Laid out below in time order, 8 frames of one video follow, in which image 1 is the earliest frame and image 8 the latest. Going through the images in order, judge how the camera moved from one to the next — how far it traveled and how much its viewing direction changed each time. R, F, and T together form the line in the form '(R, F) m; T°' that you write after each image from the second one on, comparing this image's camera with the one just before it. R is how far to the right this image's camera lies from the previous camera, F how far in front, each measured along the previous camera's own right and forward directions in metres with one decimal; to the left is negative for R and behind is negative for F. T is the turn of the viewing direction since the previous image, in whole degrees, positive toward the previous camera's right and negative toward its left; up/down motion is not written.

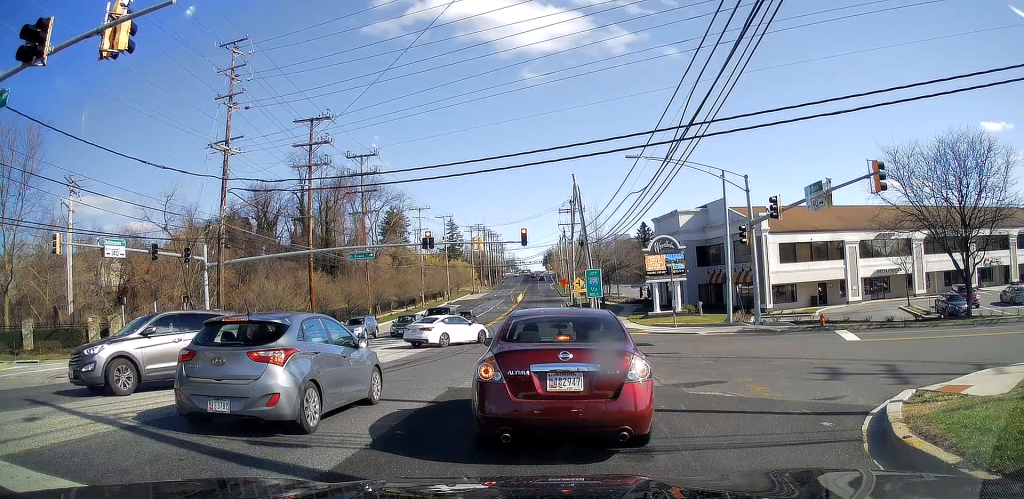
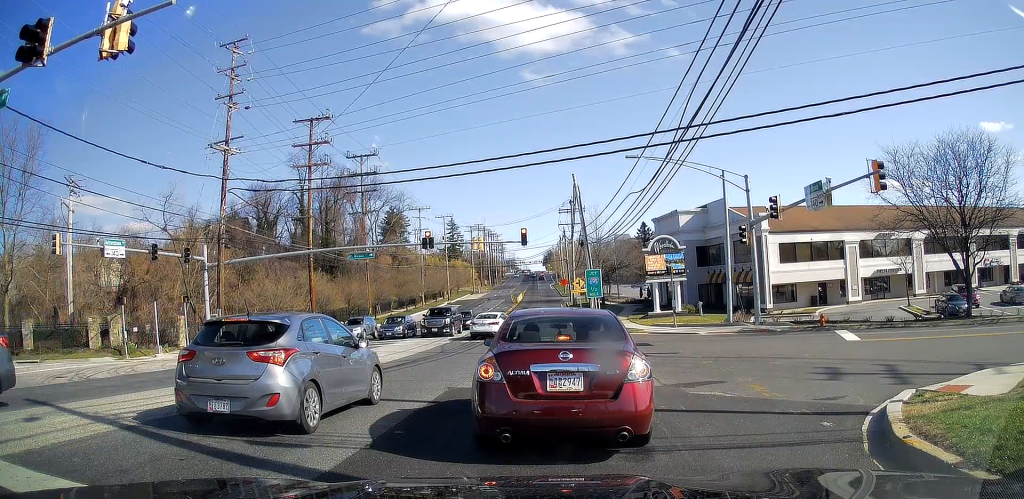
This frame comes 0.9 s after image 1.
(0.0, 0.0) m; 0°
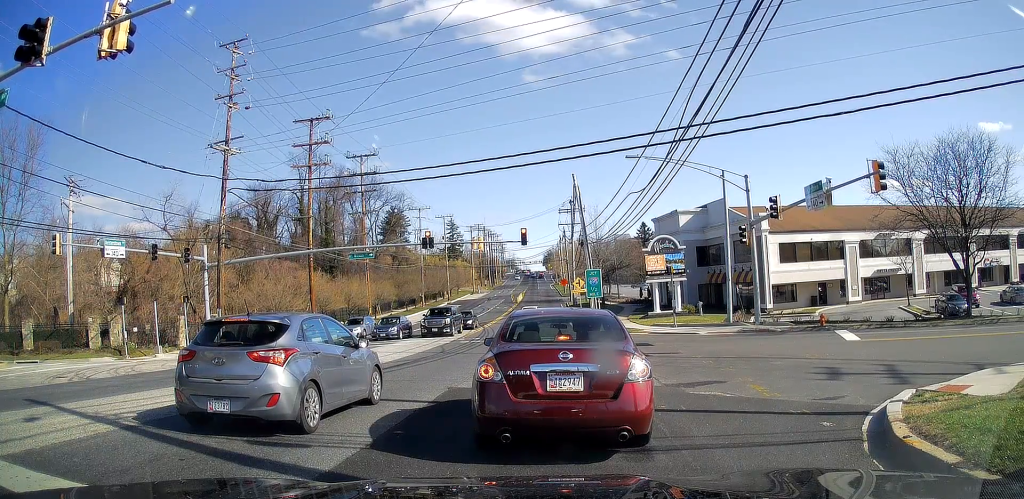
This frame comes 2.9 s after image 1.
(0.0, 0.0) m; 0°
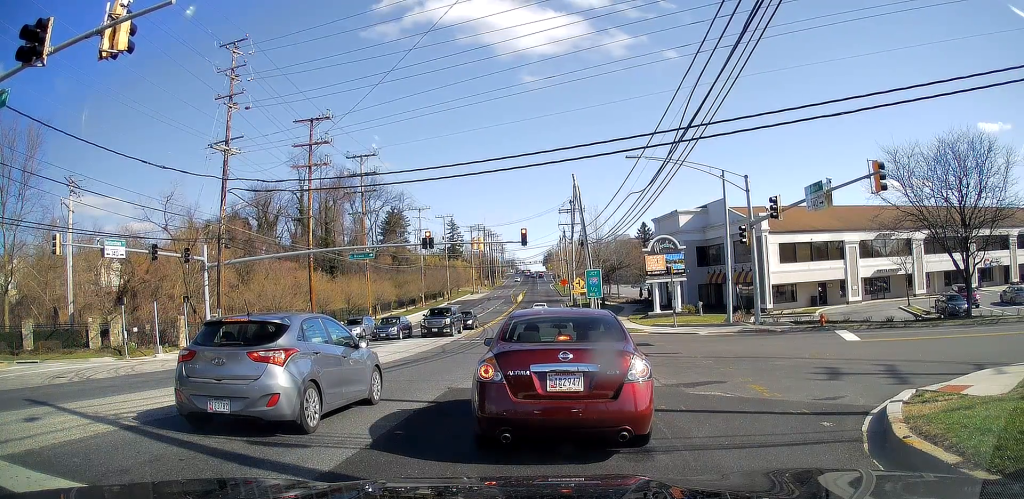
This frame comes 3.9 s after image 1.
(0.0, 0.0) m; 0°
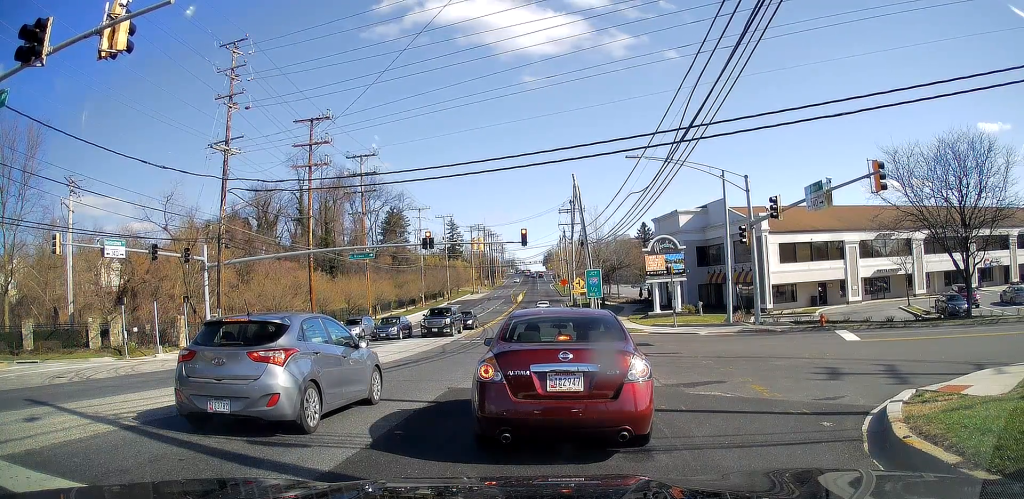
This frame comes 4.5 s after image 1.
(0.0, 0.0) m; 0°
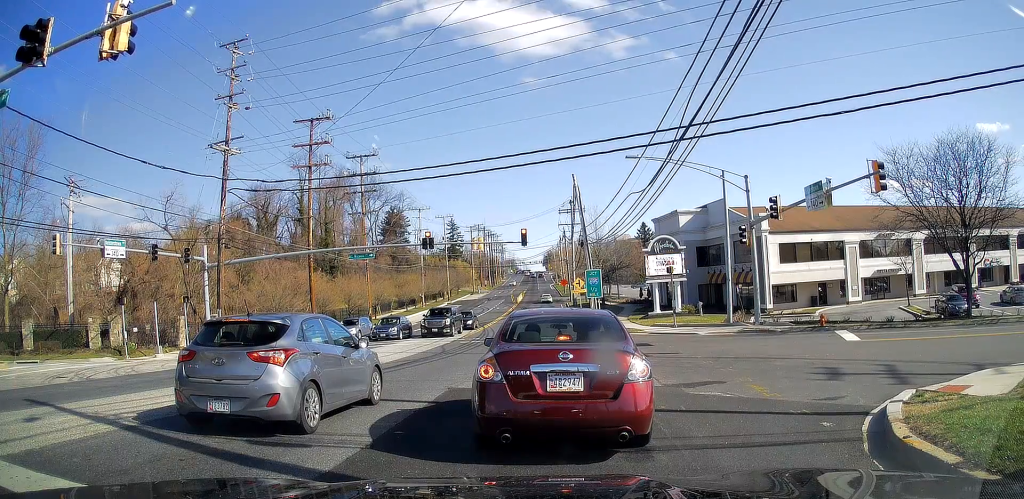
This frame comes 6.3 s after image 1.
(0.0, 0.0) m; 0°
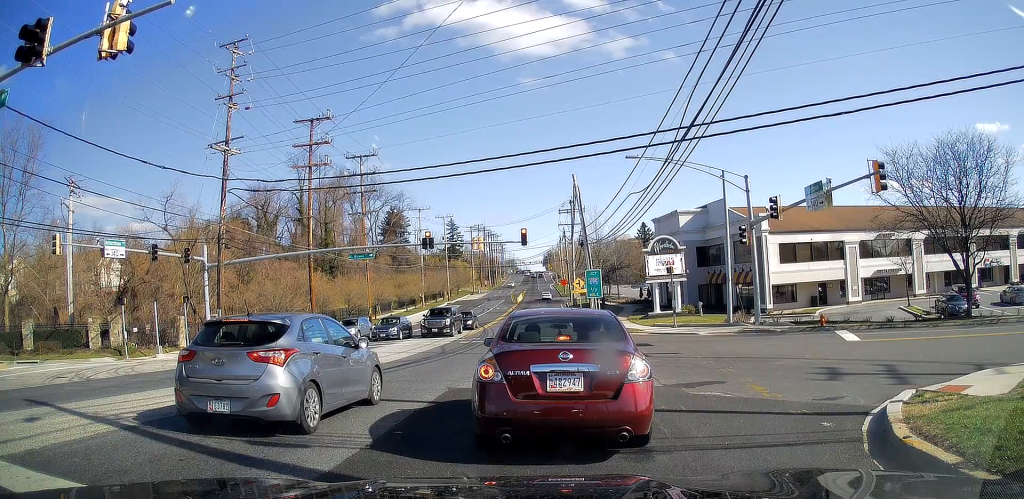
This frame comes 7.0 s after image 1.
(0.0, 0.0) m; 0°
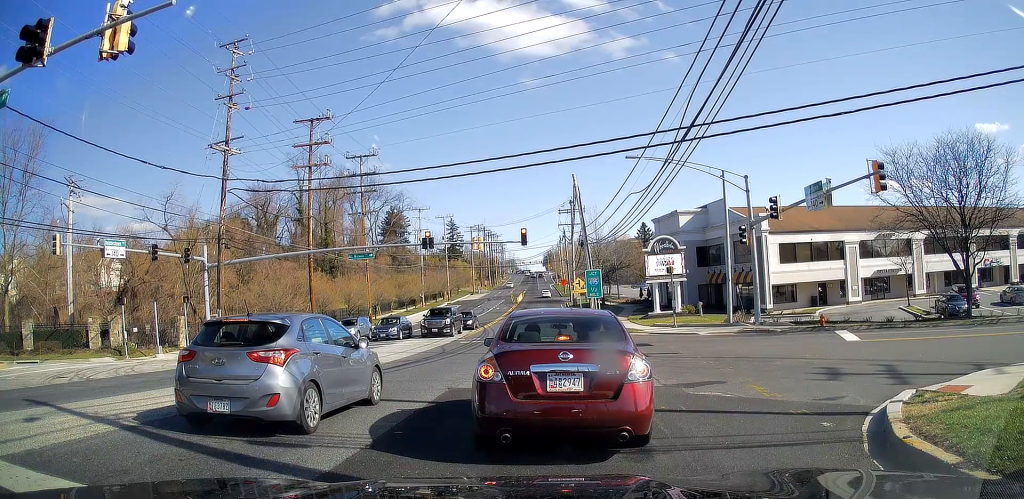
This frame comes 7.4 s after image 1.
(0.0, 0.0) m; 0°
